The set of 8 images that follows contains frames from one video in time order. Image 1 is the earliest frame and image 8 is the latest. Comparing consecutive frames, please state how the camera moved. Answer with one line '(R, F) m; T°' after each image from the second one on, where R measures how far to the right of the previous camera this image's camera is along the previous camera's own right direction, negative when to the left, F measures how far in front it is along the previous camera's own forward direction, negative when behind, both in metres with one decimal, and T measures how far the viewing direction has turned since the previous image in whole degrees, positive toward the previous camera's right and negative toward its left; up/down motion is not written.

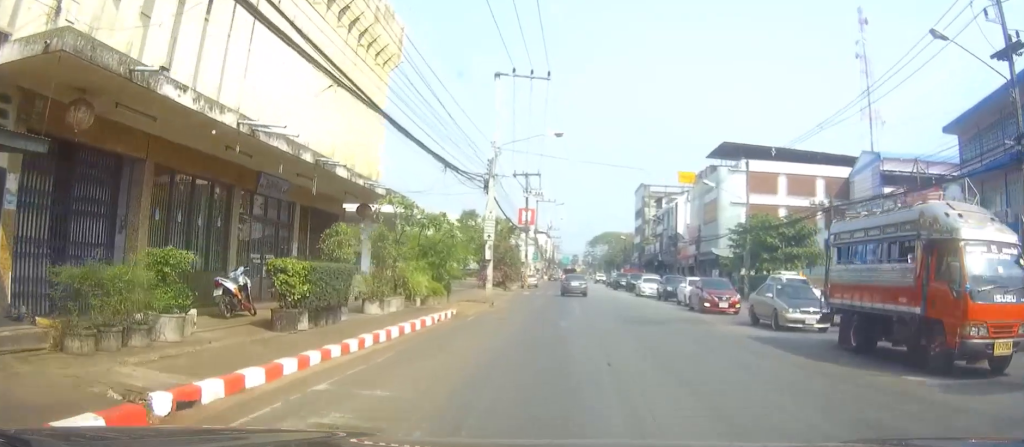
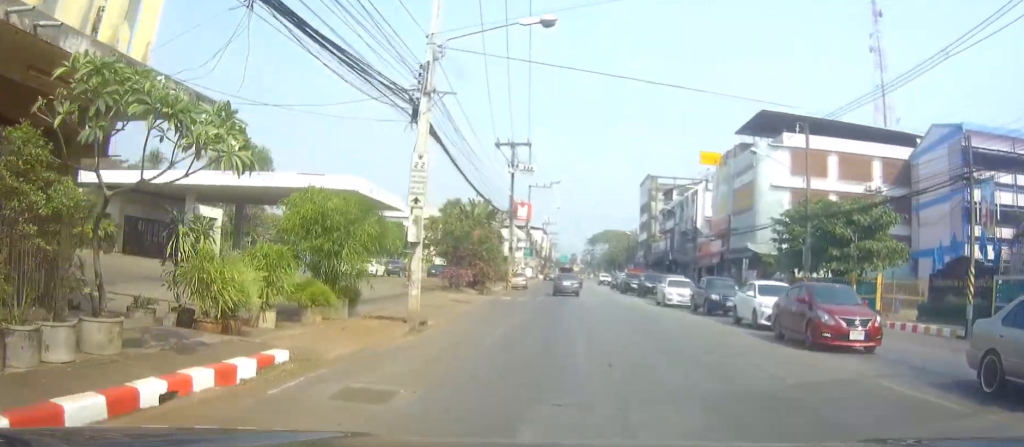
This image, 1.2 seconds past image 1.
(-0.2, +14.6) m; -1°
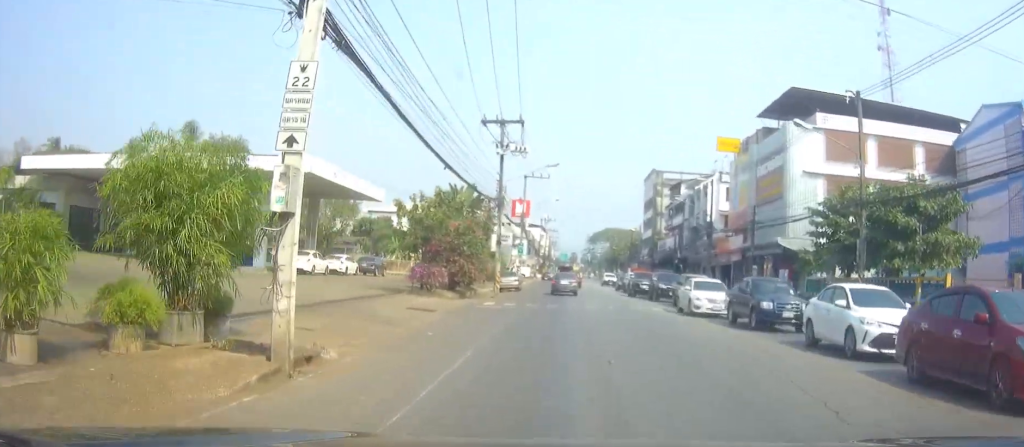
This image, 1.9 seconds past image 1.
(0.0, +8.2) m; 0°
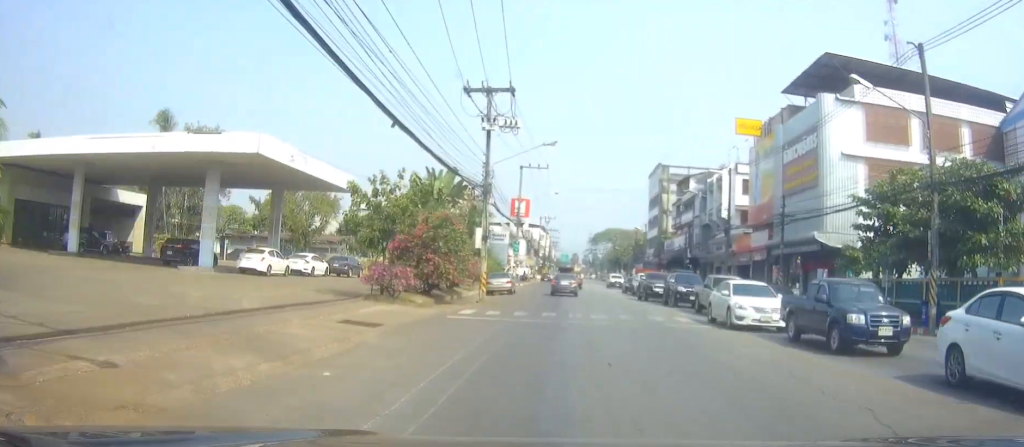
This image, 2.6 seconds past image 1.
(0.0, +7.3) m; -1°
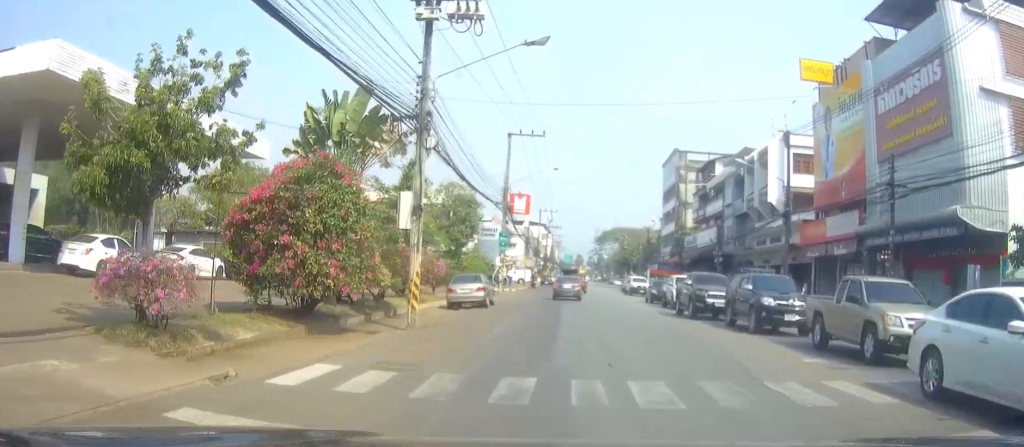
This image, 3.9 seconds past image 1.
(-0.3, +15.4) m; -1°
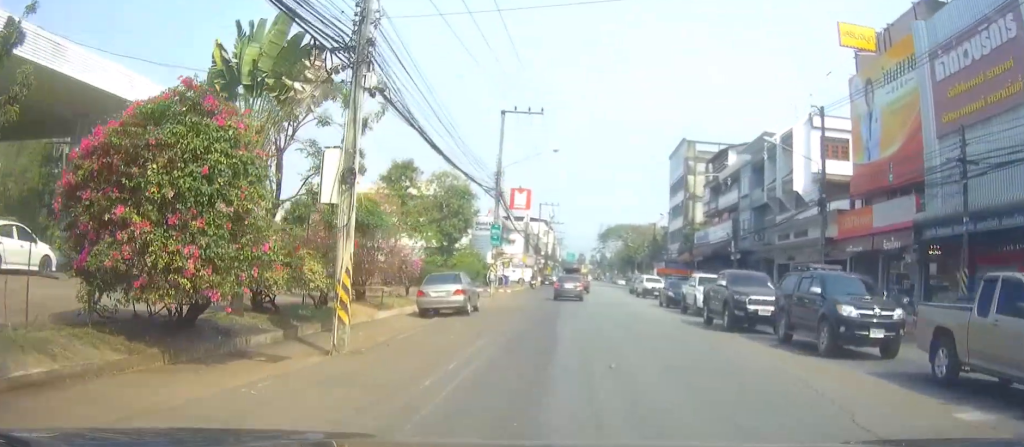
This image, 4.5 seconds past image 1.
(0.0, +6.2) m; 0°
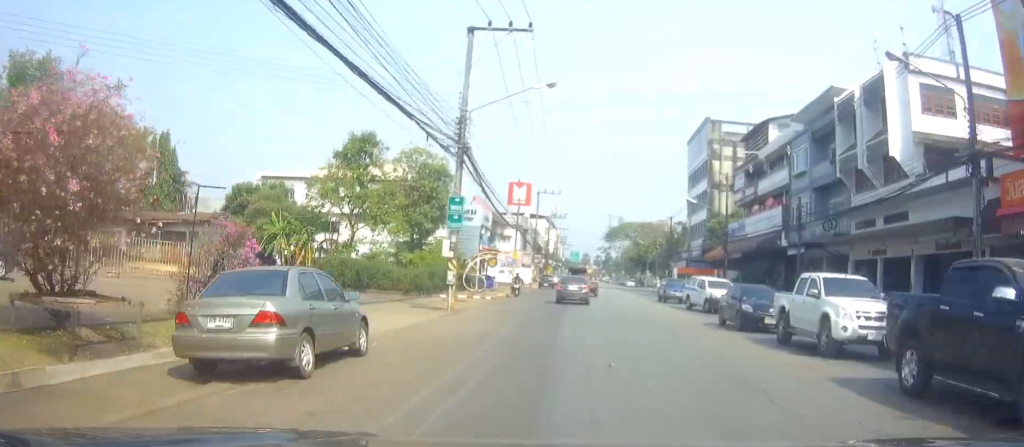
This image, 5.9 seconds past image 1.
(0.0, +15.0) m; 0°
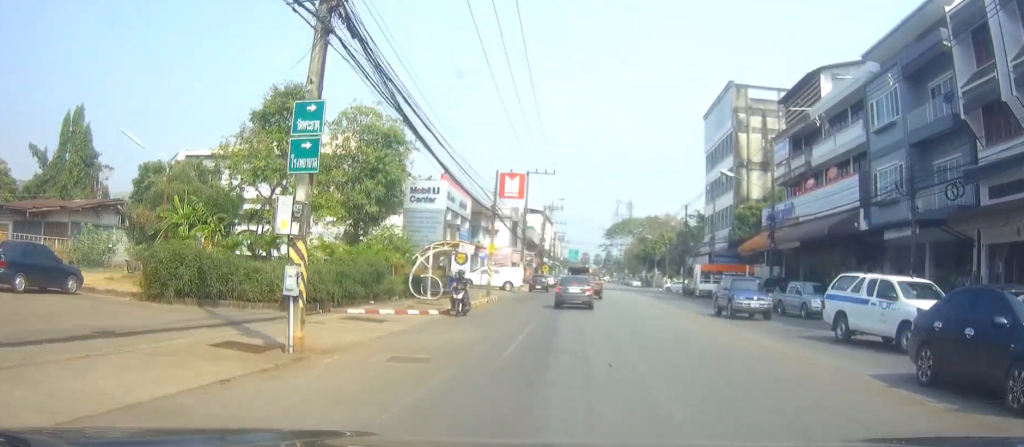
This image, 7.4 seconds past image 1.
(+0.1, +15.4) m; +1°
